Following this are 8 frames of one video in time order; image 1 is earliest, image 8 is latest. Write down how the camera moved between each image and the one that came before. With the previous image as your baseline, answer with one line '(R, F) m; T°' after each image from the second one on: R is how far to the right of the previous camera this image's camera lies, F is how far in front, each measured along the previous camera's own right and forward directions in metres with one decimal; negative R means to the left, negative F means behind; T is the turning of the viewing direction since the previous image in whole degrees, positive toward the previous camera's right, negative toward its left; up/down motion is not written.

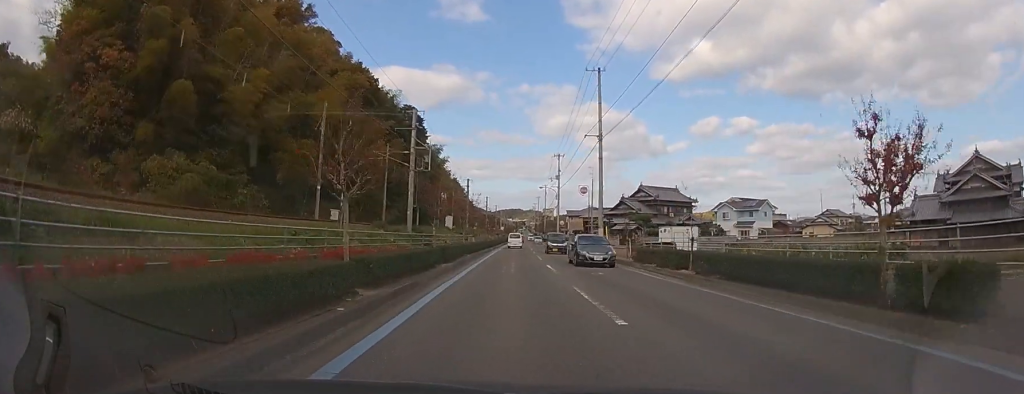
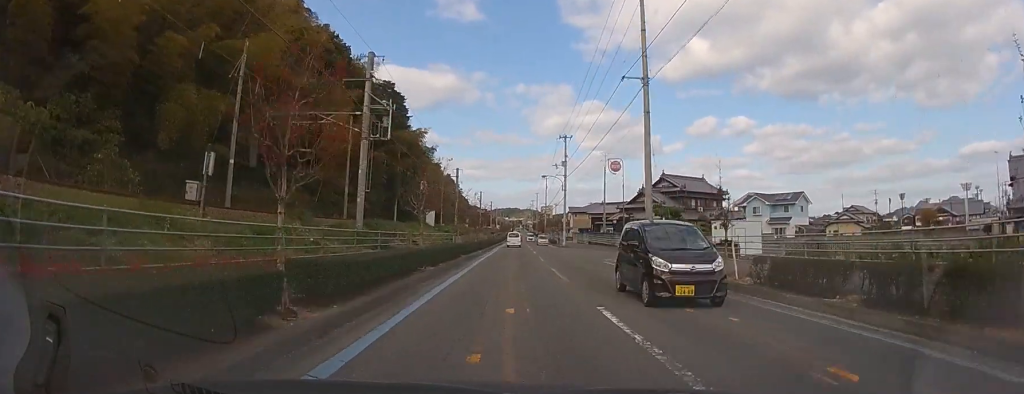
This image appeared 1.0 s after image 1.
(+0.1, +13.3) m; +1°
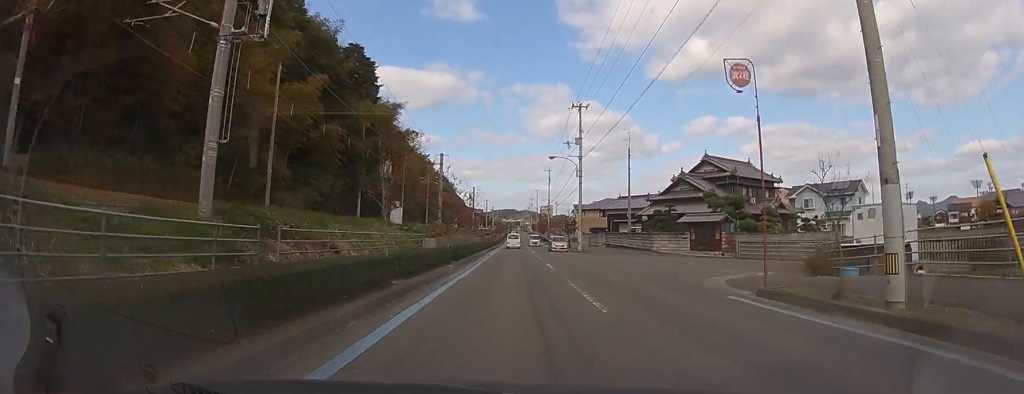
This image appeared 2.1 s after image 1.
(+0.1, +15.3) m; 0°
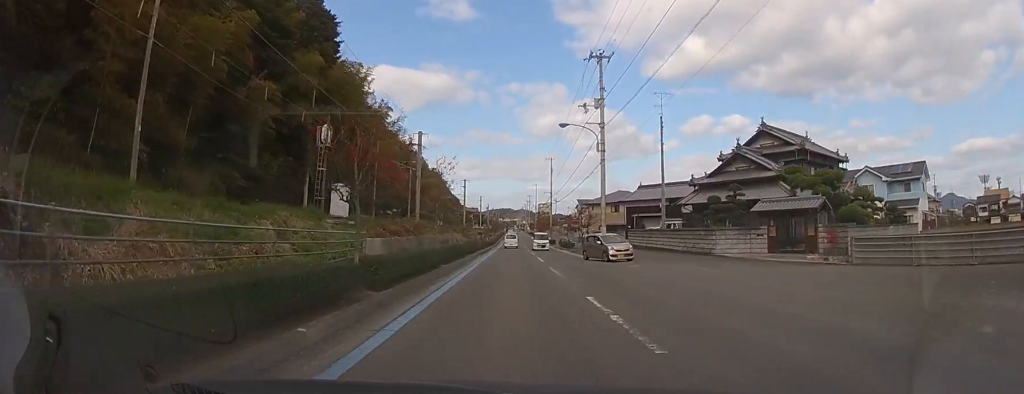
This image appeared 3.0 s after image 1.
(0.0, +13.1) m; 0°
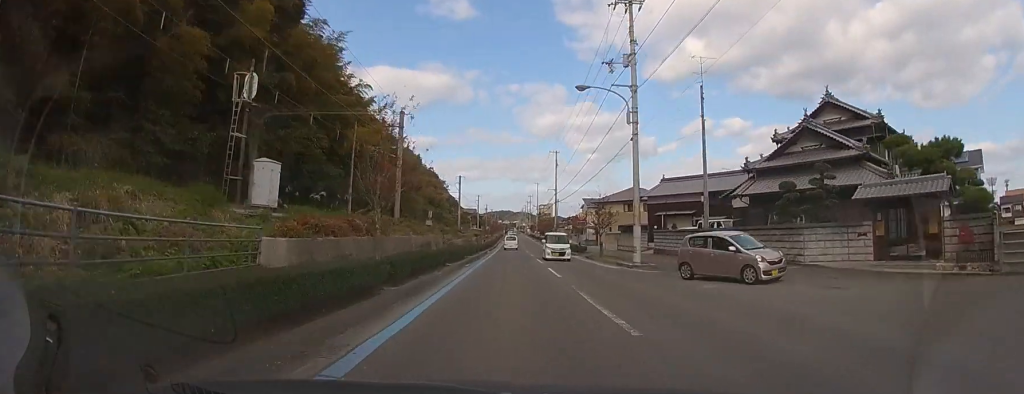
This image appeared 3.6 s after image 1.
(0.0, +8.4) m; 0°
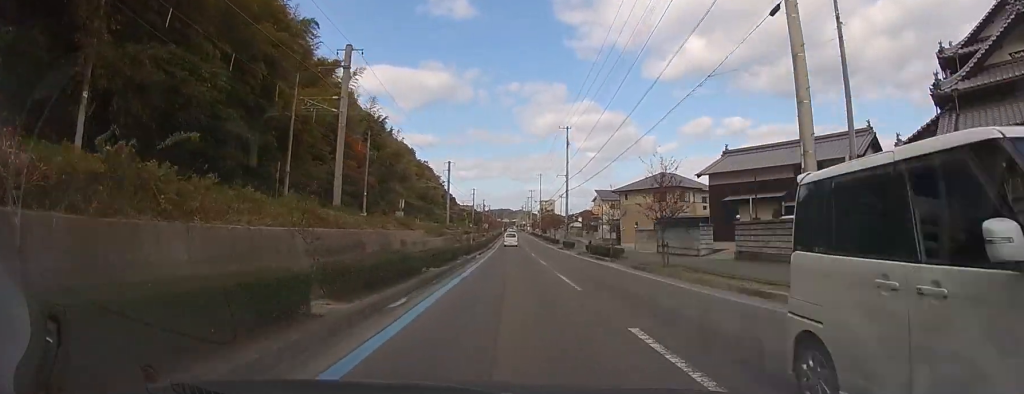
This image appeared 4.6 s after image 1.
(+0.1, +14.6) m; 0°
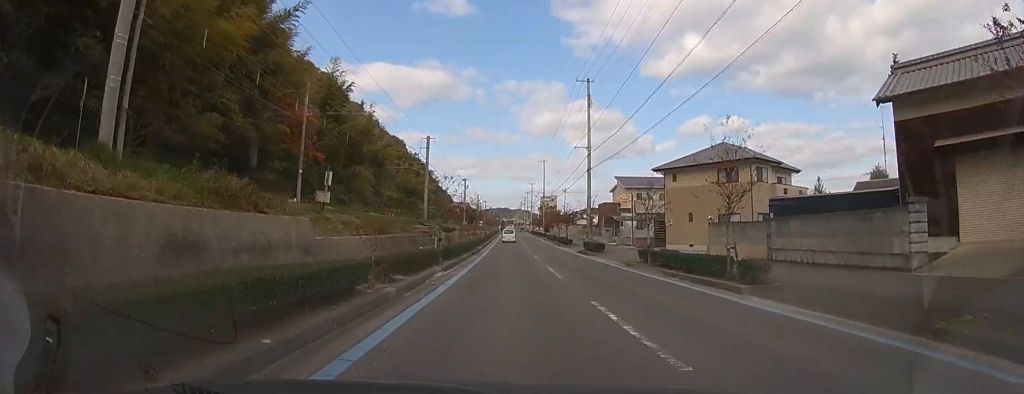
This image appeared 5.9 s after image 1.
(0.0, +17.4) m; 0°
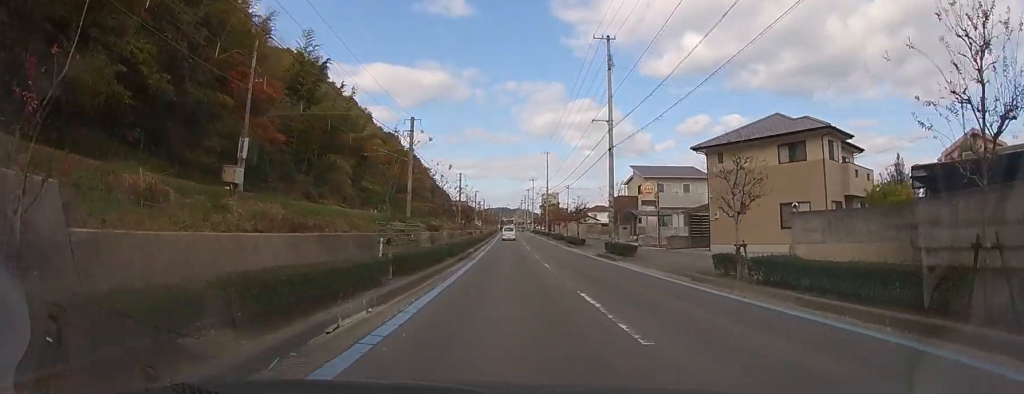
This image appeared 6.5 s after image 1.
(0.0, +8.9) m; 0°
